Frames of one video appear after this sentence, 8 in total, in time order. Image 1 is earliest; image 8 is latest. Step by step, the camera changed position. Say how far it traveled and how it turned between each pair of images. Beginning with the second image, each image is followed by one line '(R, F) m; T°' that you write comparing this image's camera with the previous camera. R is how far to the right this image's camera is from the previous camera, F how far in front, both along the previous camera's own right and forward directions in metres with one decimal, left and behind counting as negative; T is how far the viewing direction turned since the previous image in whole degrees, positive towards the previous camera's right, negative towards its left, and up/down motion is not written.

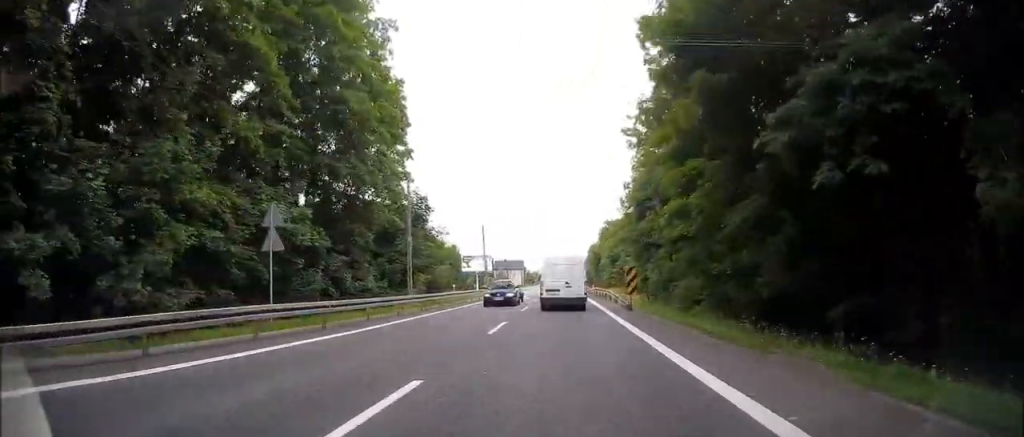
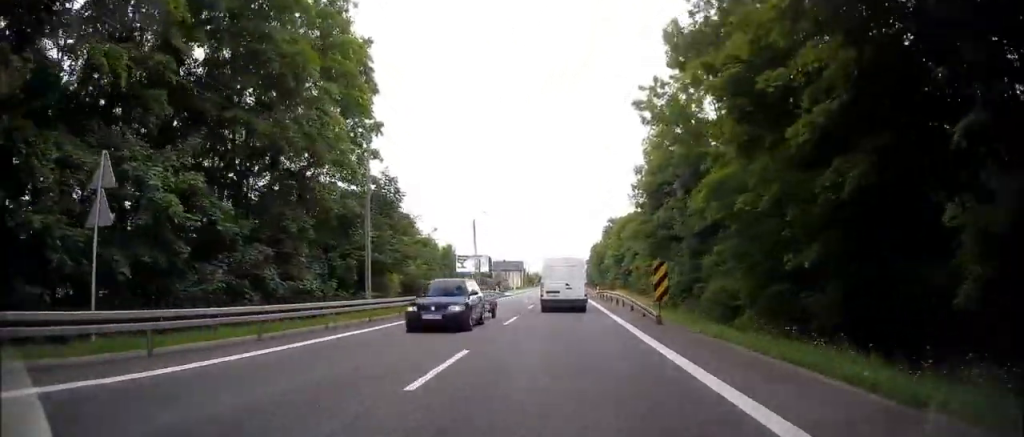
(0.0, +7.8) m; 0°
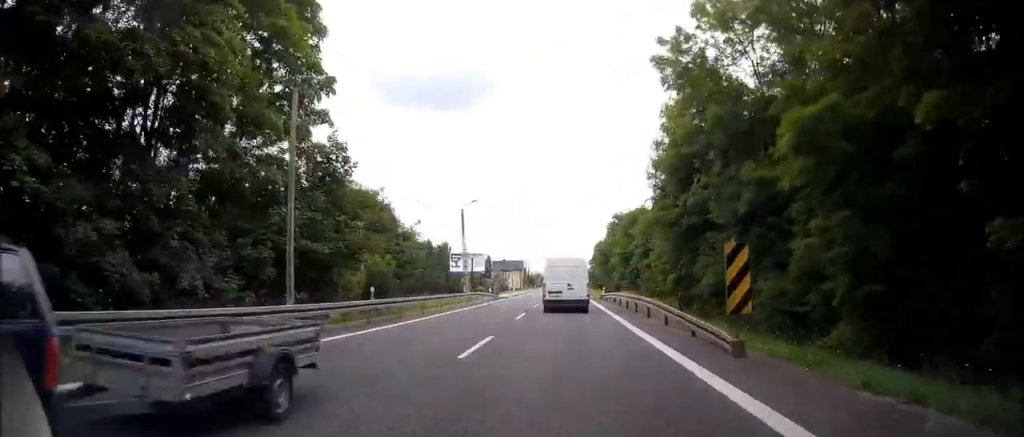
(0.0, +8.5) m; 0°
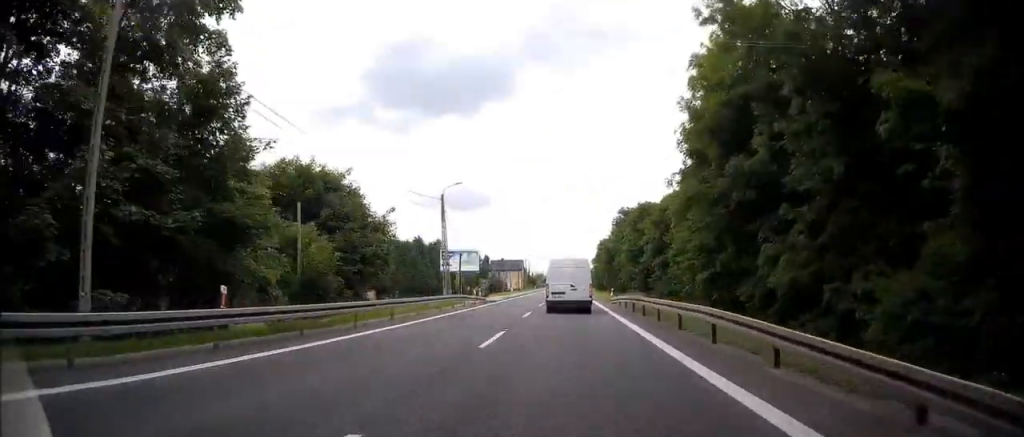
(0.0, +9.6) m; 0°
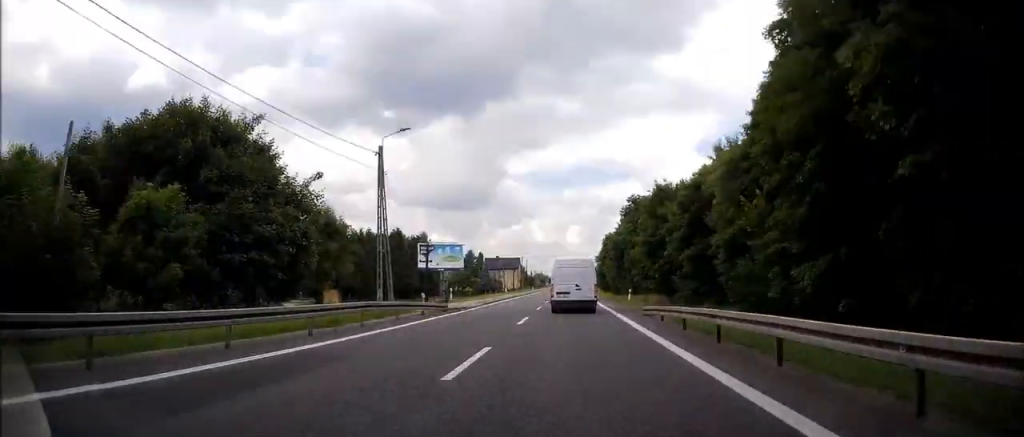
(+0.1, +15.7) m; 0°
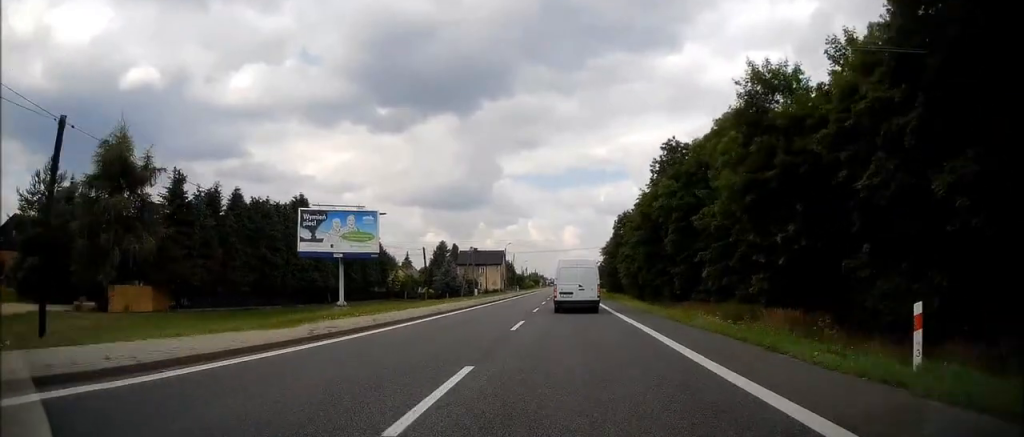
(+0.7, +37.9) m; +2°
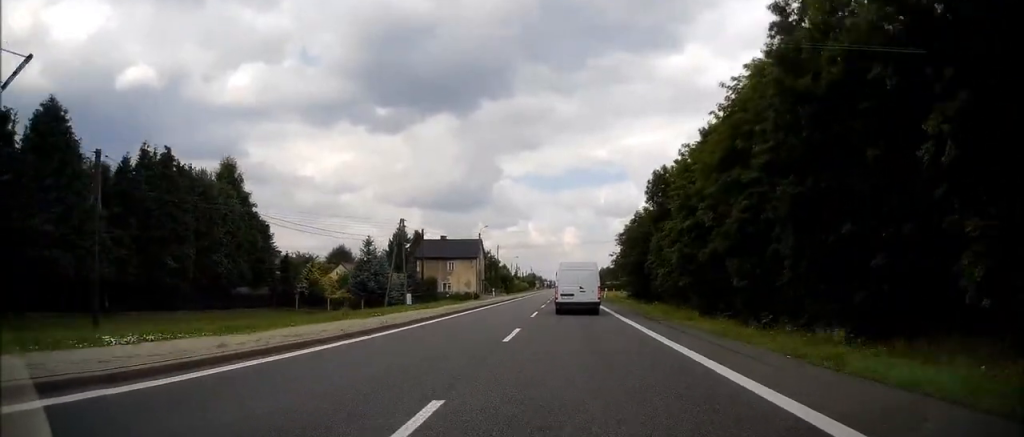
(-0.3, +37.7) m; -1°
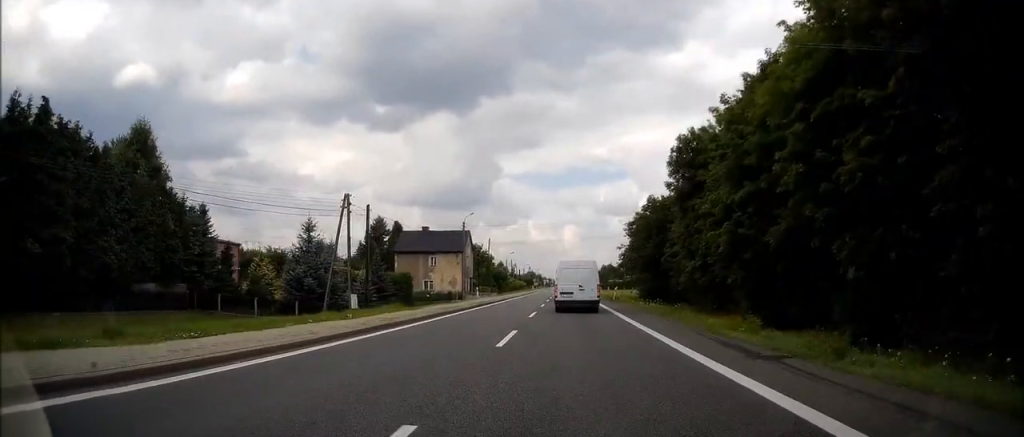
(-0.3, +13.0) m; 0°
